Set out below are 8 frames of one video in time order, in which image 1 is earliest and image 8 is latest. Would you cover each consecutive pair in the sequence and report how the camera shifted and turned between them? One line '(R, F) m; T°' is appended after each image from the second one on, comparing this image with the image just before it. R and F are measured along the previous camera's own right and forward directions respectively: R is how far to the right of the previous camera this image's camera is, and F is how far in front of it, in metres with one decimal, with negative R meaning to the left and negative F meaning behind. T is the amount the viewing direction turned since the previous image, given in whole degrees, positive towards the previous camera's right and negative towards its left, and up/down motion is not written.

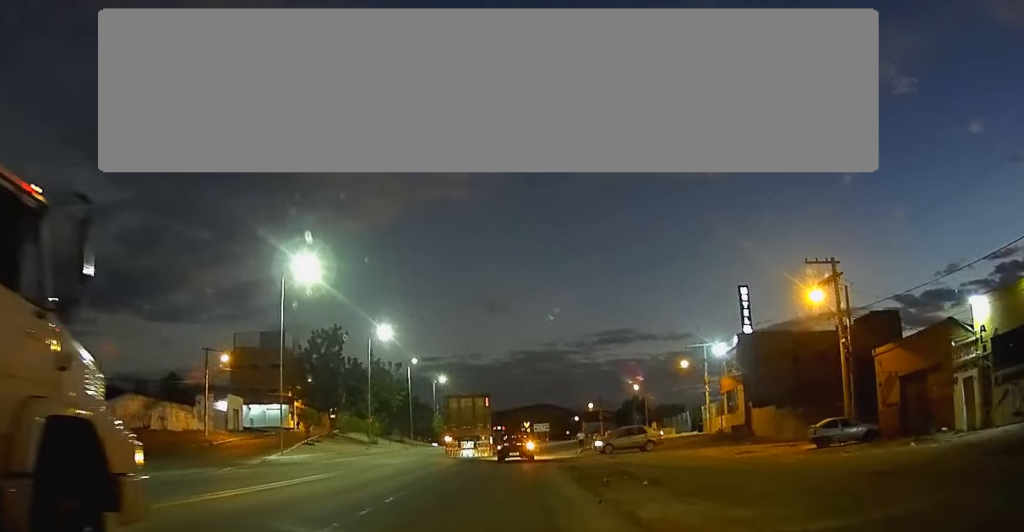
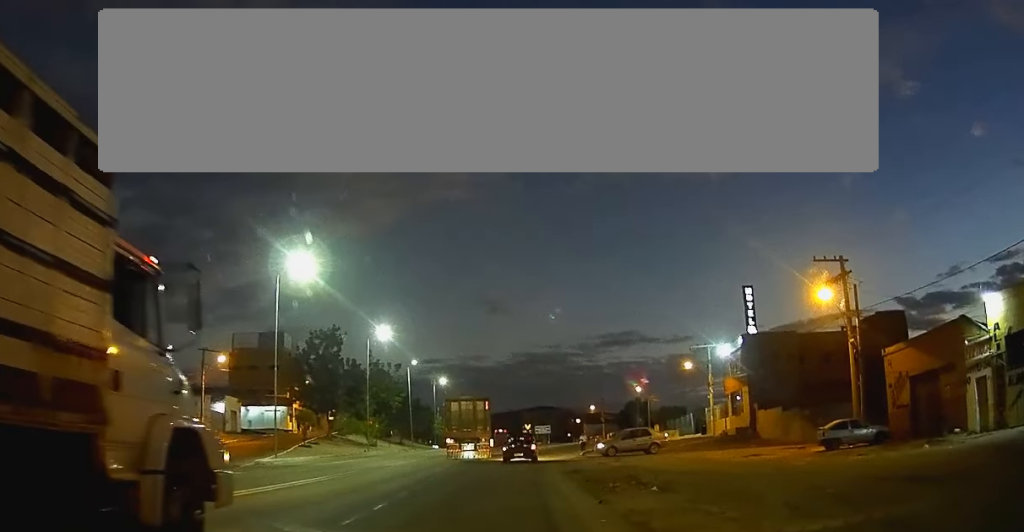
(0.0, +1.1) m; +2°
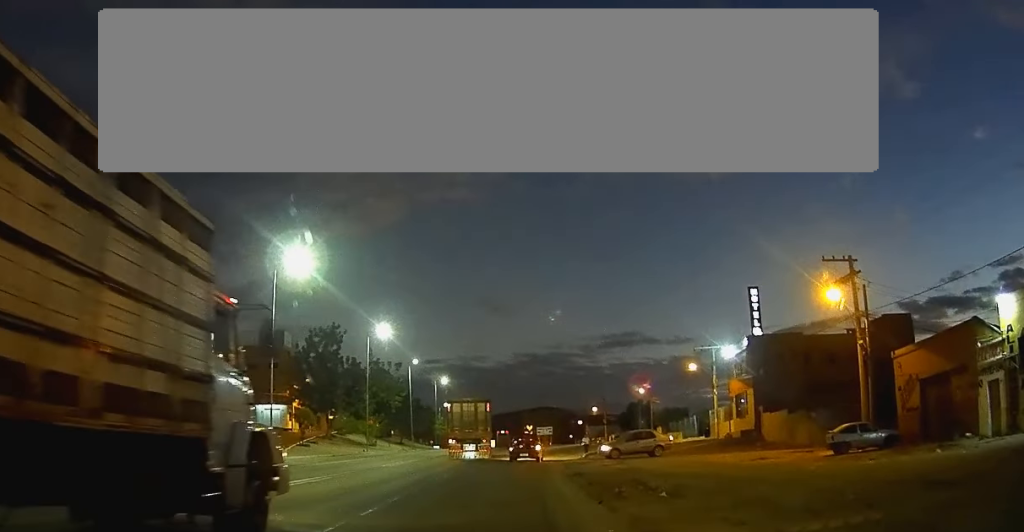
(0.0, +0.9) m; +2°
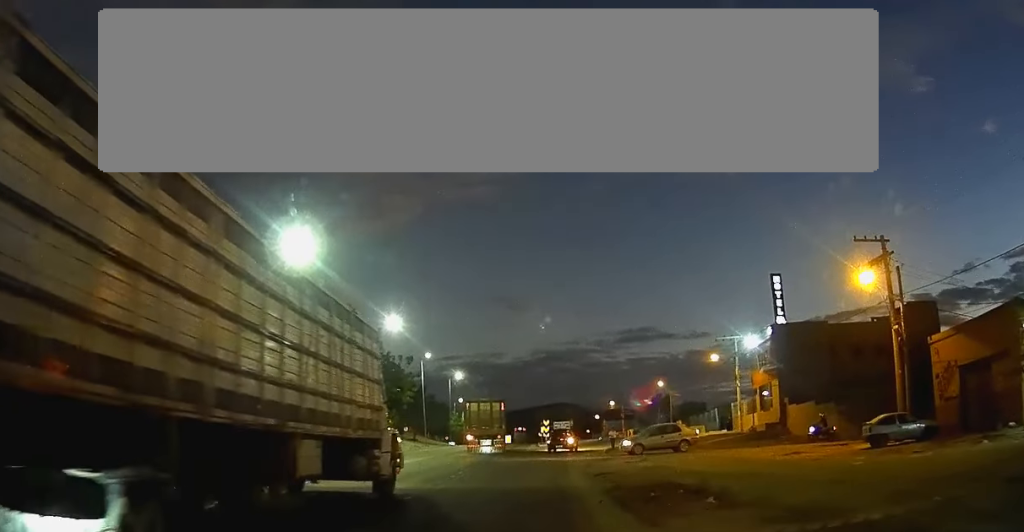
(+0.1, +2.5) m; -1°
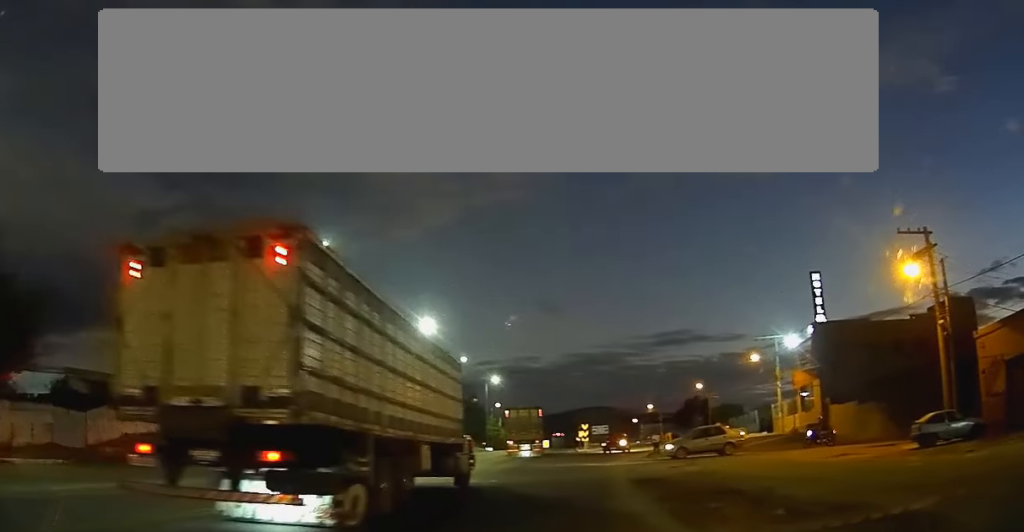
(-0.1, +1.5) m; -3°
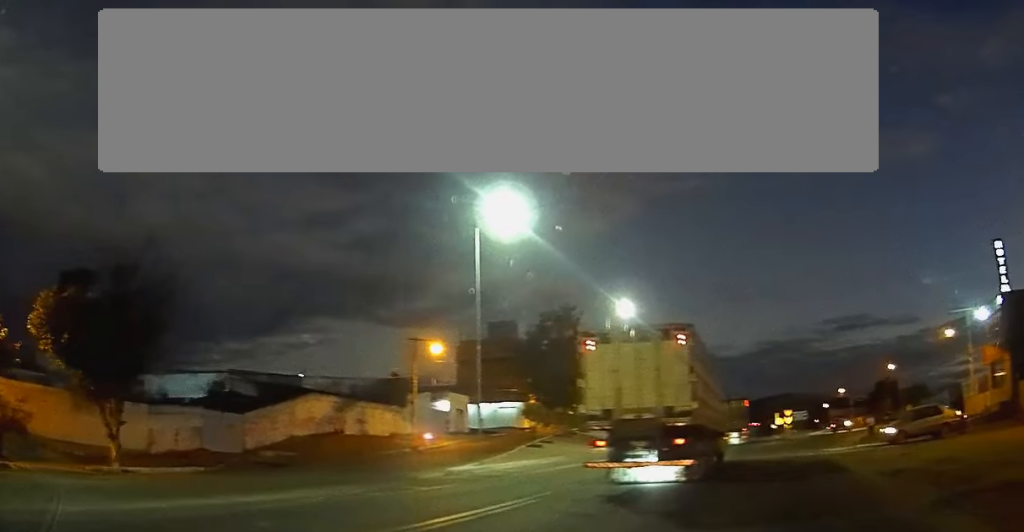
(+0.2, +4.0) m; -6°
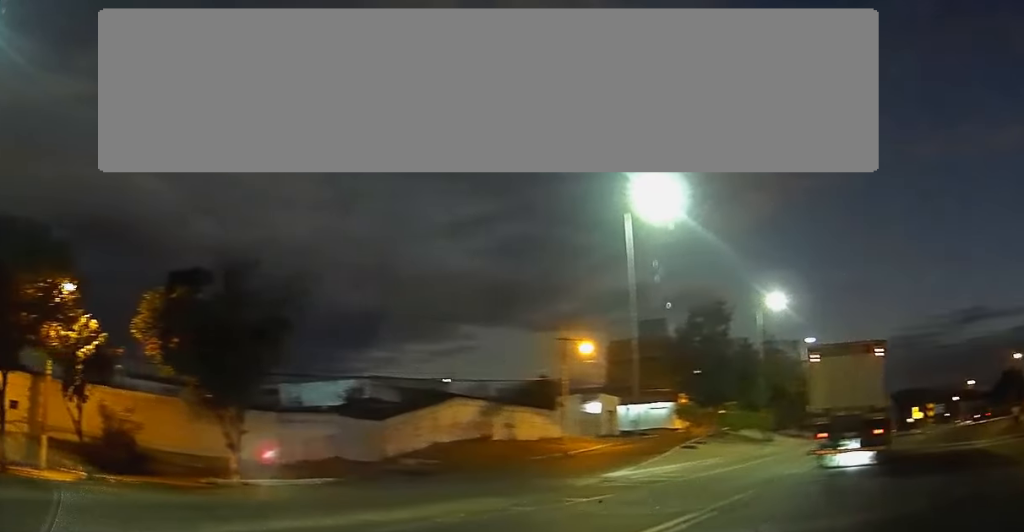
(-0.3, +2.1) m; -23°
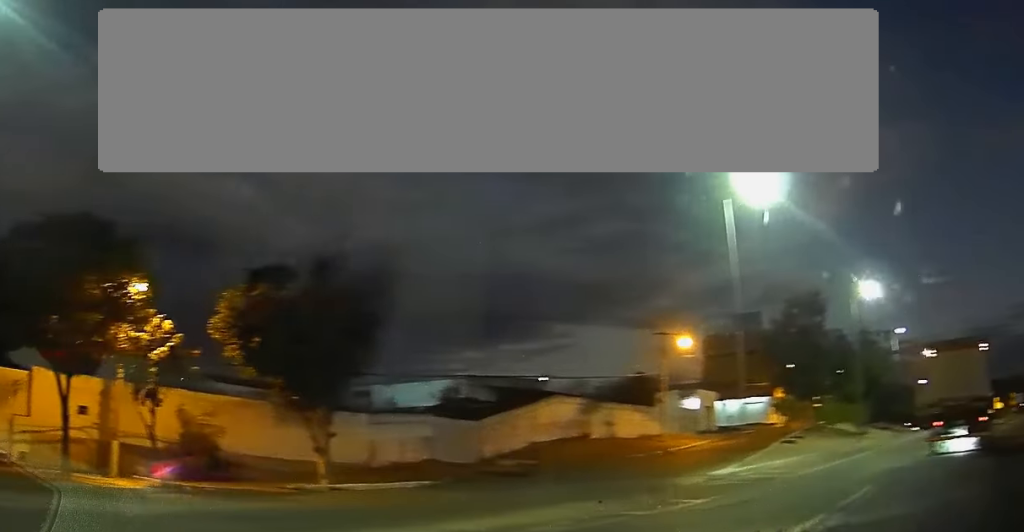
(-0.1, +1.2) m; -13°
